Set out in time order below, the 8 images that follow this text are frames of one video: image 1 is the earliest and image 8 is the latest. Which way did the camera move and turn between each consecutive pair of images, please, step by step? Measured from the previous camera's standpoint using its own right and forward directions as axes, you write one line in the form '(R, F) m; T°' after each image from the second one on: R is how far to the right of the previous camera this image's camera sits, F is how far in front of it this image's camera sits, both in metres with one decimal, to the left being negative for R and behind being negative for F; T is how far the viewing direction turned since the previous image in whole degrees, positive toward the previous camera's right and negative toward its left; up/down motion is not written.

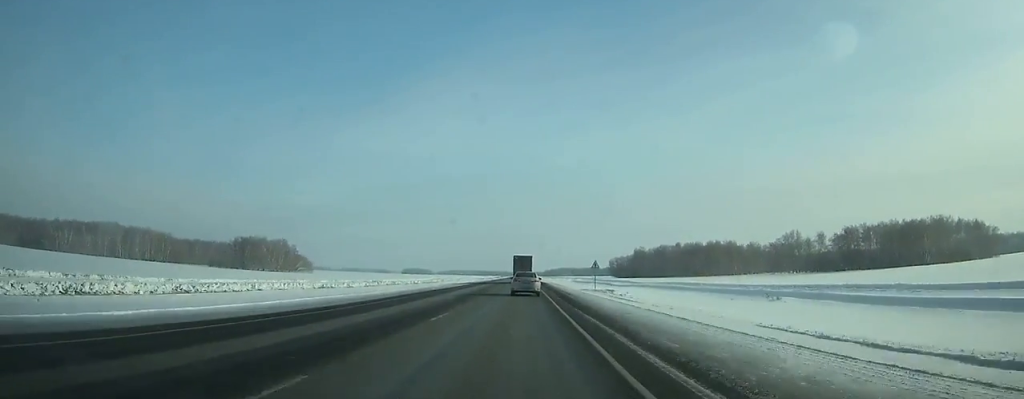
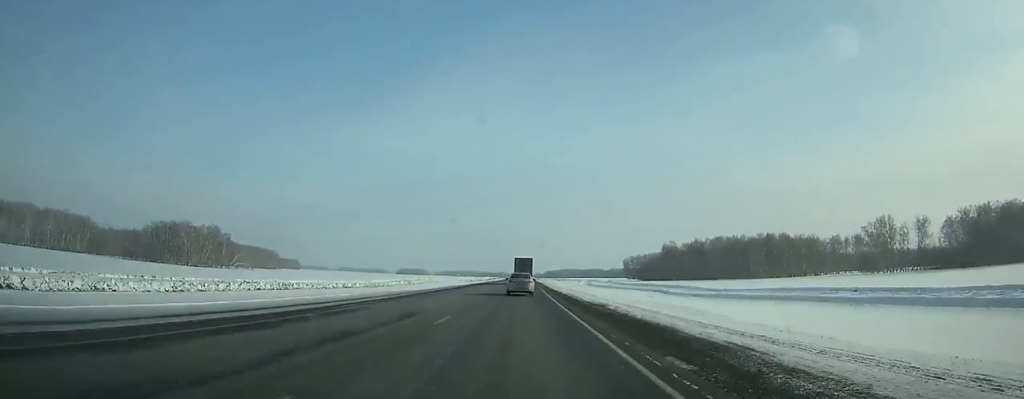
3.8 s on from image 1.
(-0.1, +86.8) m; 0°
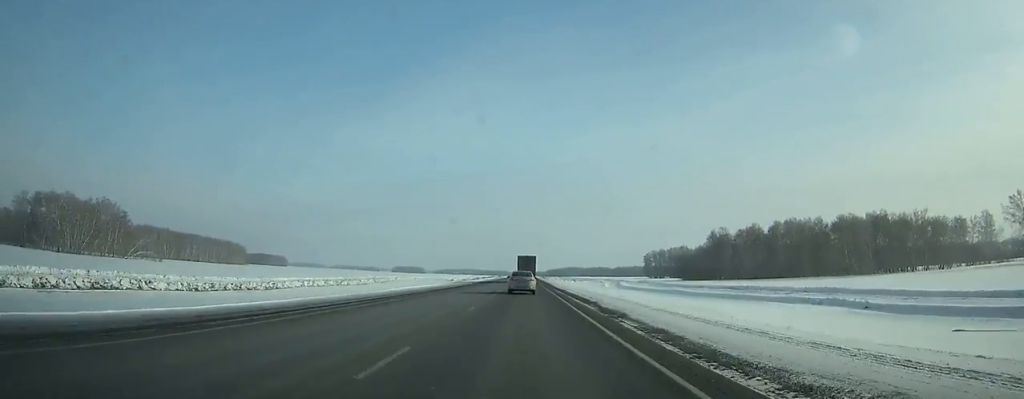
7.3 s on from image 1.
(0.0, +78.3) m; 0°
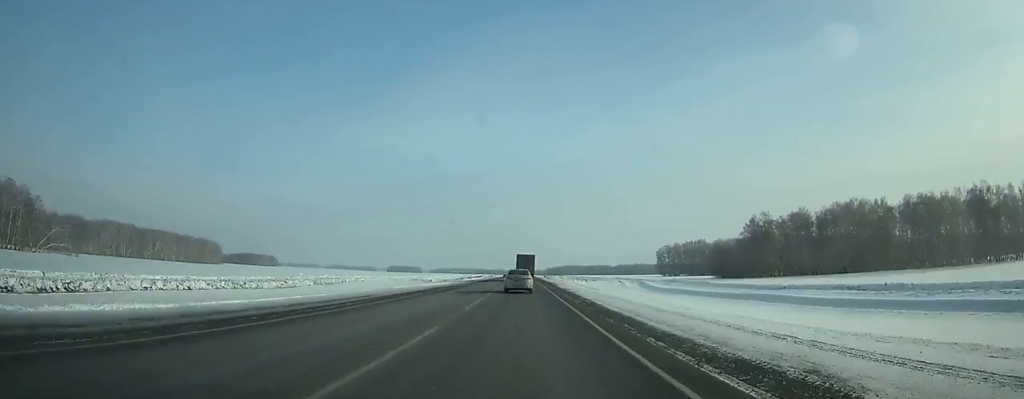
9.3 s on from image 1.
(+0.1, +45.0) m; 0°
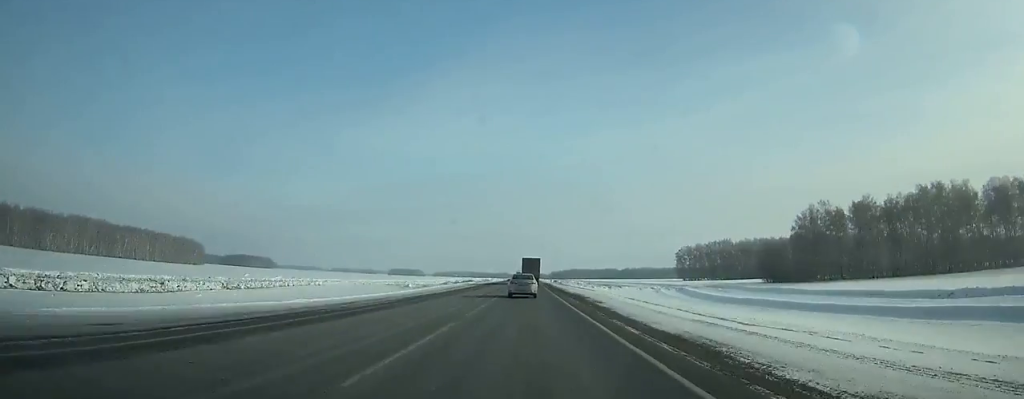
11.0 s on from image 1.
(0.0, +38.4) m; 0°
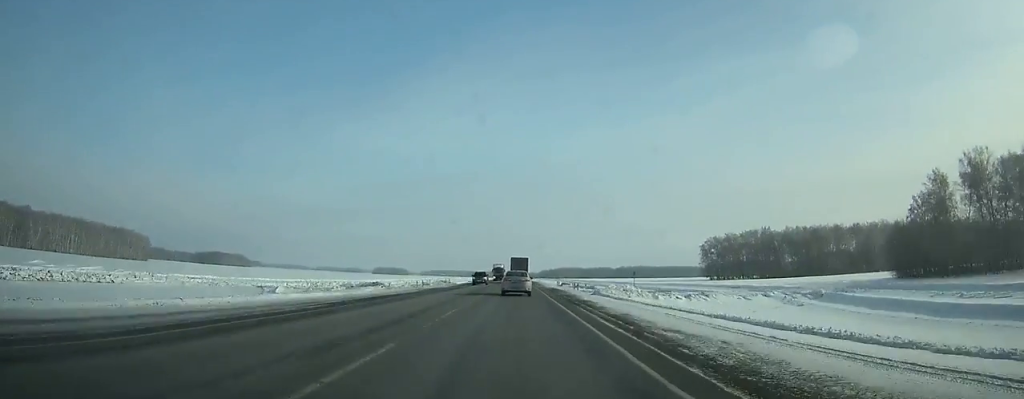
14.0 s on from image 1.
(+0.2, +68.3) m; 0°
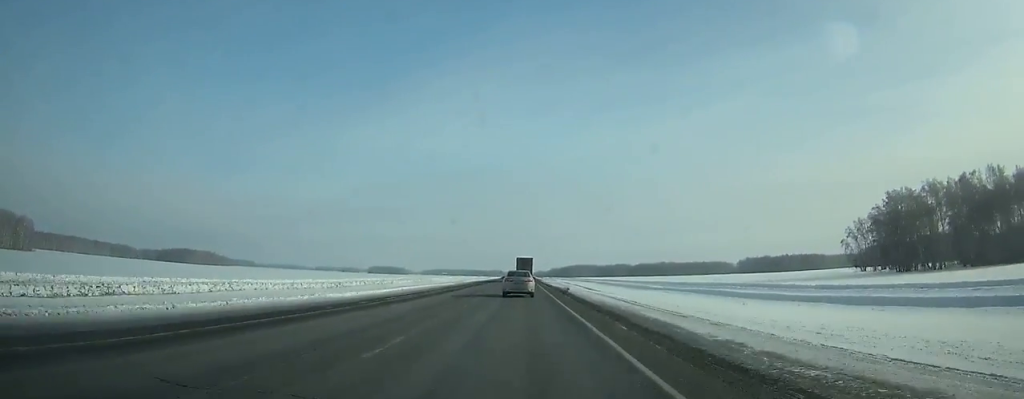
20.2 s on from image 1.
(-0.8, +141.5) m; 0°
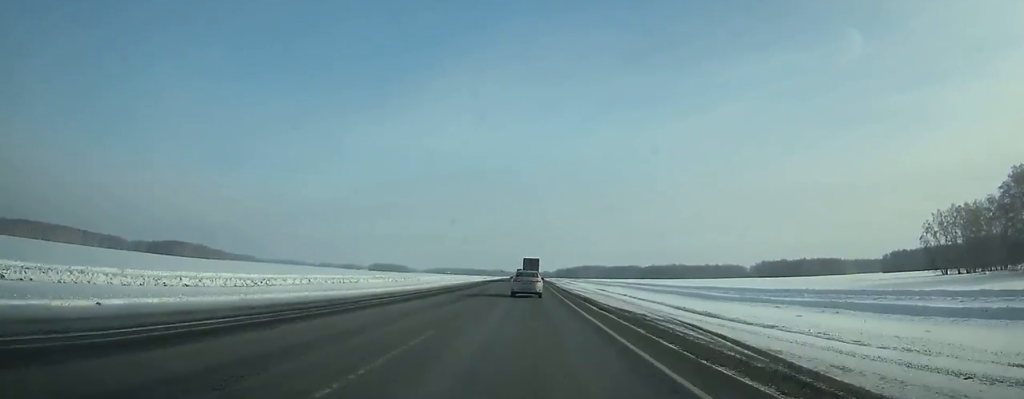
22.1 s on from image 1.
(0.0, +43.7) m; 0°
